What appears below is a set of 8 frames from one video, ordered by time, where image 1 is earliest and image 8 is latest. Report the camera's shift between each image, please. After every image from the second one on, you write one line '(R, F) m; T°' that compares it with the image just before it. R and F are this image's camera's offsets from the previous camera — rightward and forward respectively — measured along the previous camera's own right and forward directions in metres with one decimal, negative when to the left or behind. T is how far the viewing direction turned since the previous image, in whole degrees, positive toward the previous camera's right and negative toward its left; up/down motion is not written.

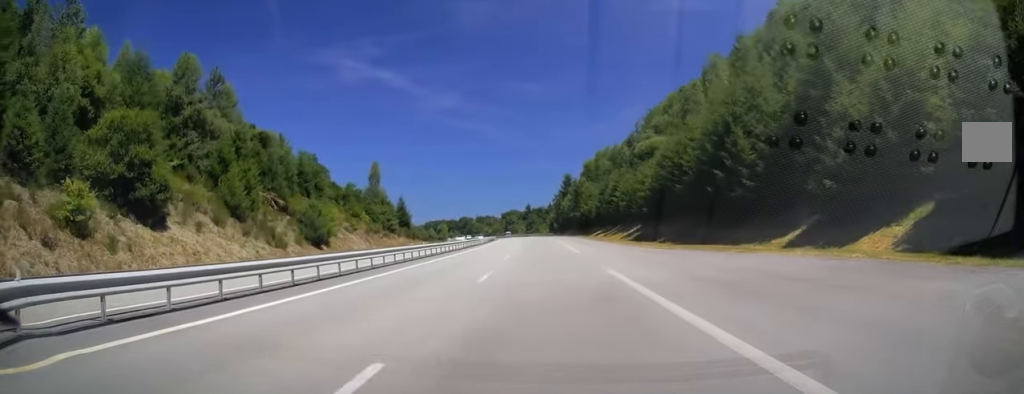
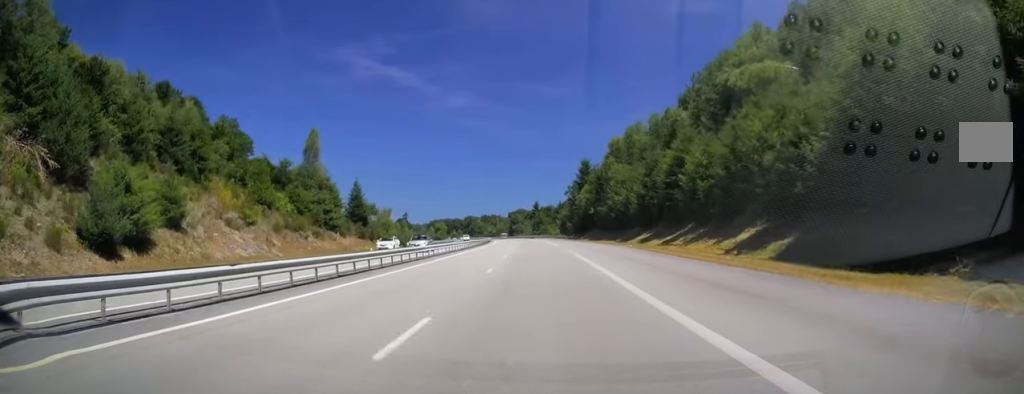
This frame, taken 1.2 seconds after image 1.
(0.0, +35.9) m; -1°
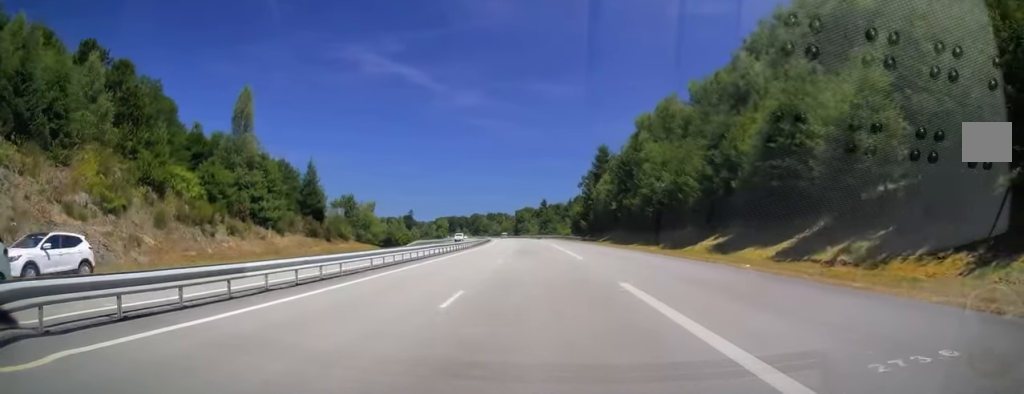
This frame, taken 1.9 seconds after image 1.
(-0.1, +21.6) m; -1°
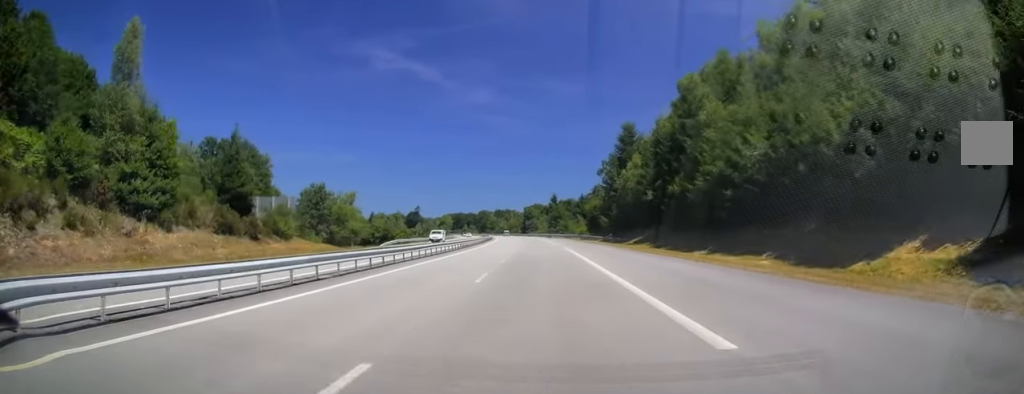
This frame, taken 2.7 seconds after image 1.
(-0.2, +20.6) m; -1°
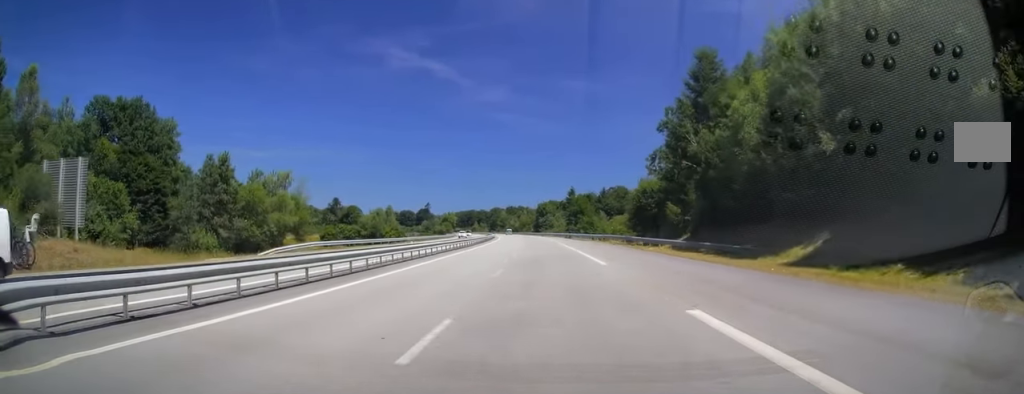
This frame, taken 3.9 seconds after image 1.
(-0.5, +35.9) m; -1°
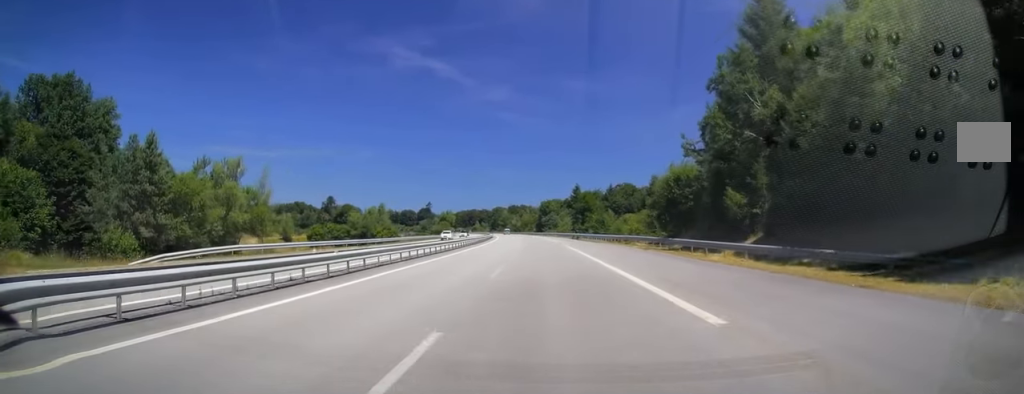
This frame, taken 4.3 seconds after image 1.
(0.0, +14.2) m; 0°
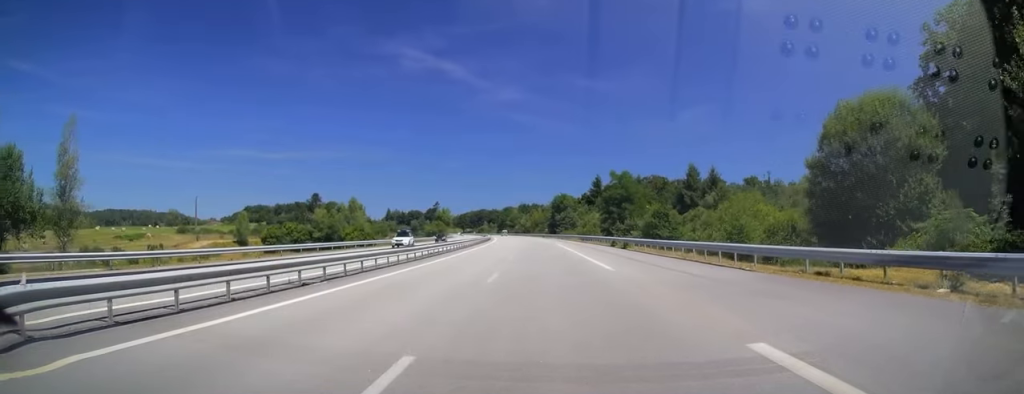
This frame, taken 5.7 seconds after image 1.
(-0.1, +40.2) m; -1°
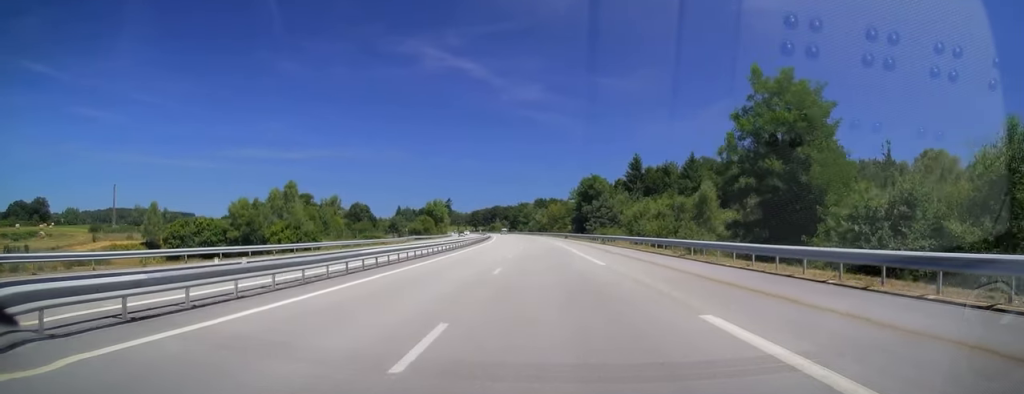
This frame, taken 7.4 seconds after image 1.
(-1.4, +49.6) m; -2°
